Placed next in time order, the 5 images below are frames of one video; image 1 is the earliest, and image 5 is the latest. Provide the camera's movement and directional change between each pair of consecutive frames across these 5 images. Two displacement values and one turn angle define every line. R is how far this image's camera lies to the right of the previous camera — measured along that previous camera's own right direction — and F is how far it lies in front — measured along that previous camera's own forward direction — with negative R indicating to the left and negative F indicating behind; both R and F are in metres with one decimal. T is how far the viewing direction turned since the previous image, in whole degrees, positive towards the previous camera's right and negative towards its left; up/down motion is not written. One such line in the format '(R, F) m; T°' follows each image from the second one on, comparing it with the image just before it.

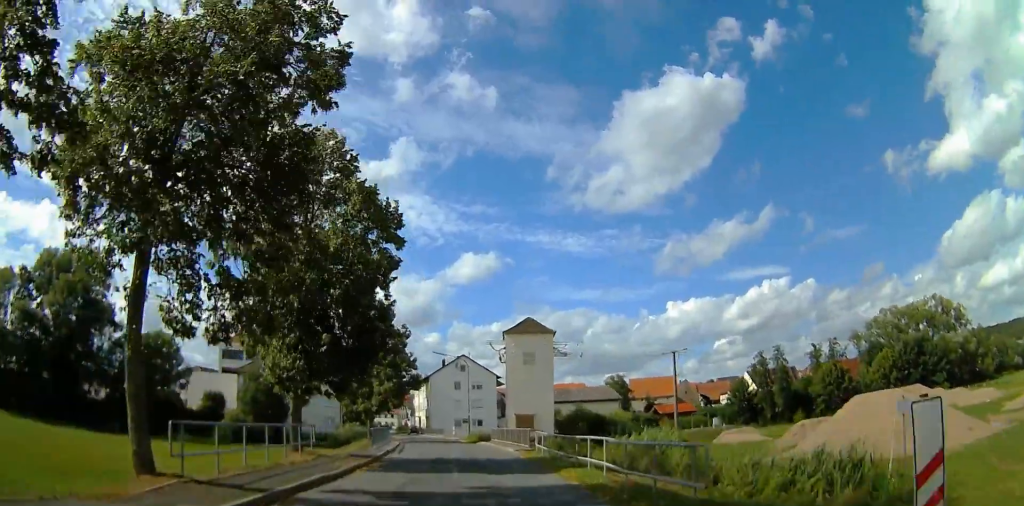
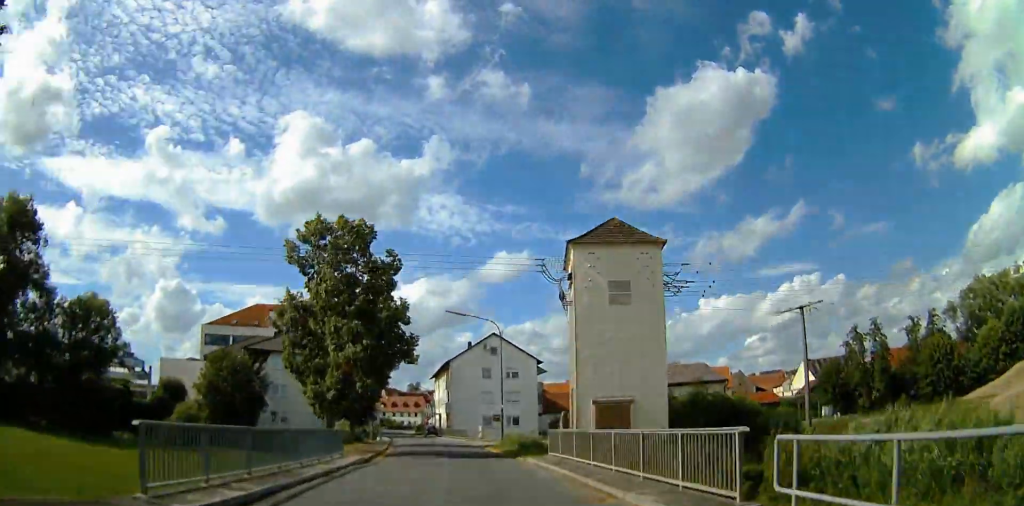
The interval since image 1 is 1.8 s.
(-2.1, +21.3) m; -9°
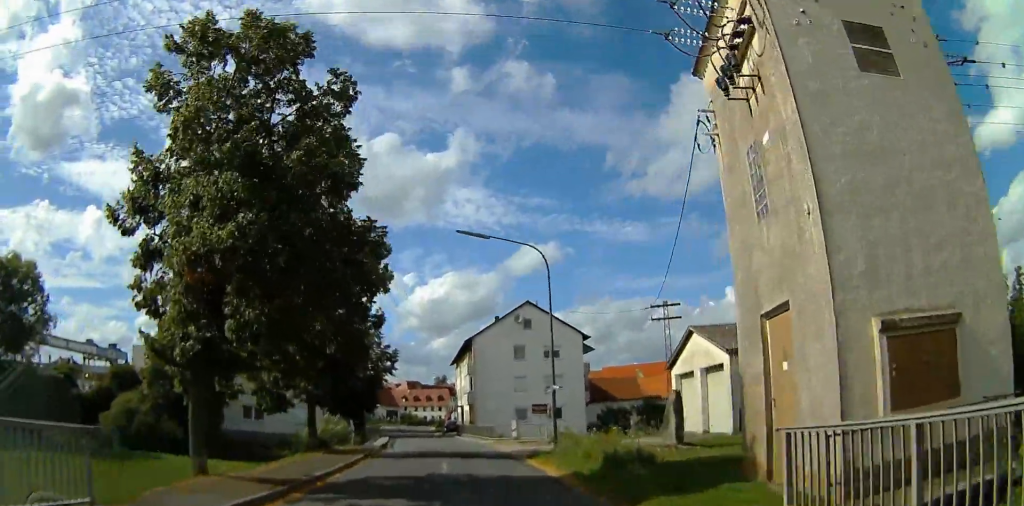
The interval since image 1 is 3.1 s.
(0.0, +15.5) m; 0°
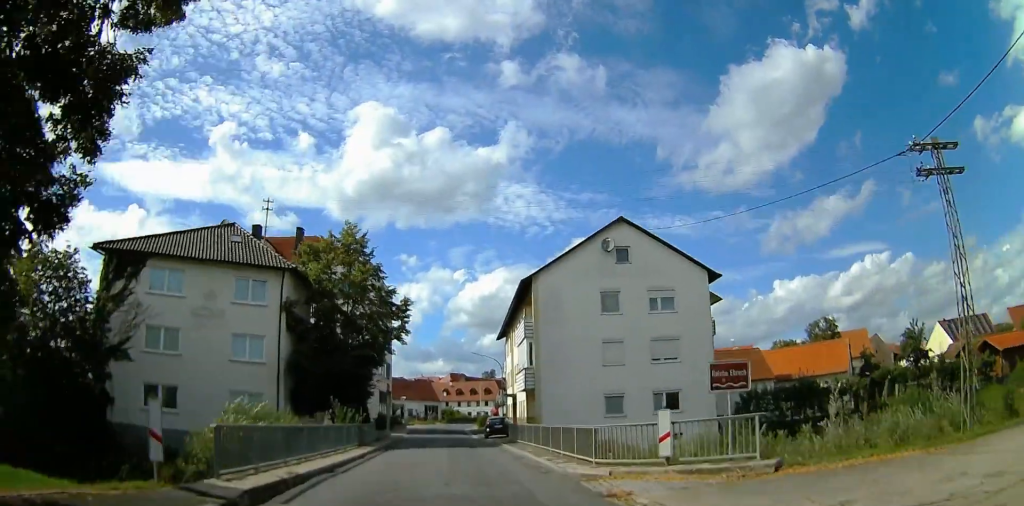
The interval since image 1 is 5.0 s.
(-0.7, +22.4) m; -5°
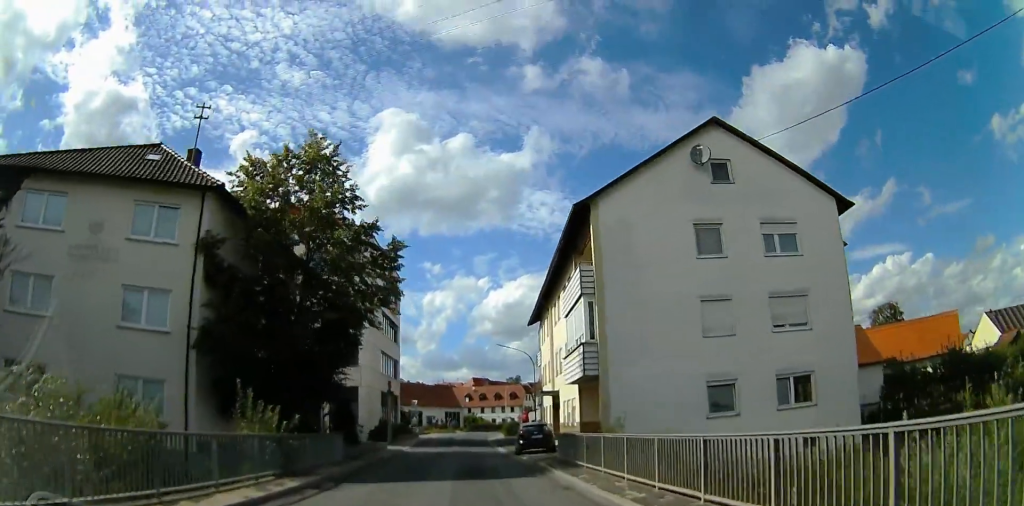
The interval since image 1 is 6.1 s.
(-0.3, +12.9) m; -1°
